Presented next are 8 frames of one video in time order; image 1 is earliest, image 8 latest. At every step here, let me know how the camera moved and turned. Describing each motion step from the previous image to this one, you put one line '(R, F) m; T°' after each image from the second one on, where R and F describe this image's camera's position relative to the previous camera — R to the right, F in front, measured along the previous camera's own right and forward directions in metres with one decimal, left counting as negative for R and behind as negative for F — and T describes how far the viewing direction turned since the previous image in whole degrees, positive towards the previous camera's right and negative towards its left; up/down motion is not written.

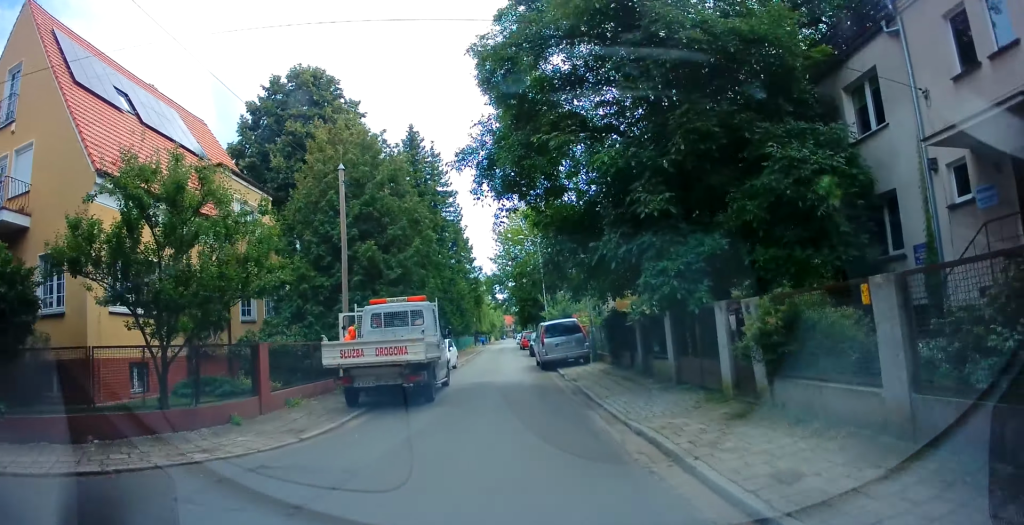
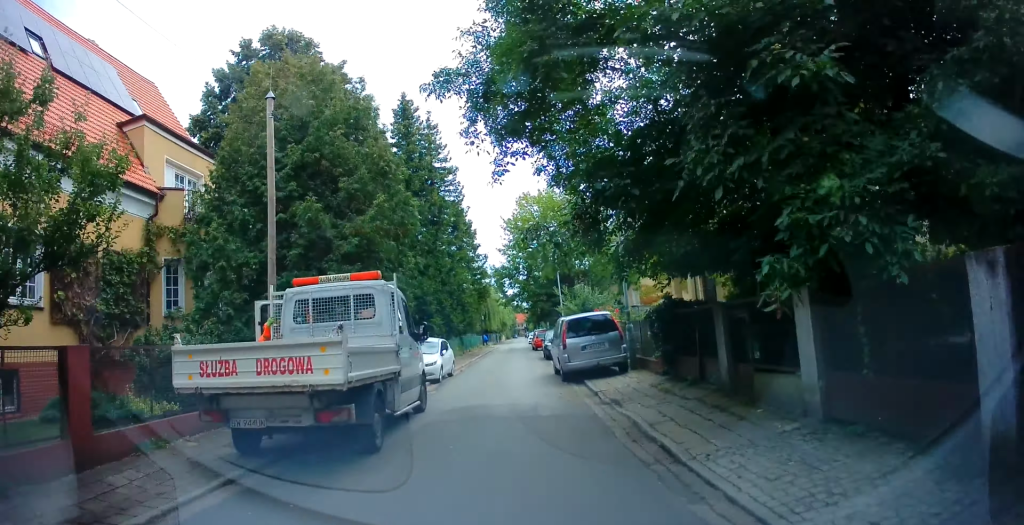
(0.0, +5.4) m; 0°
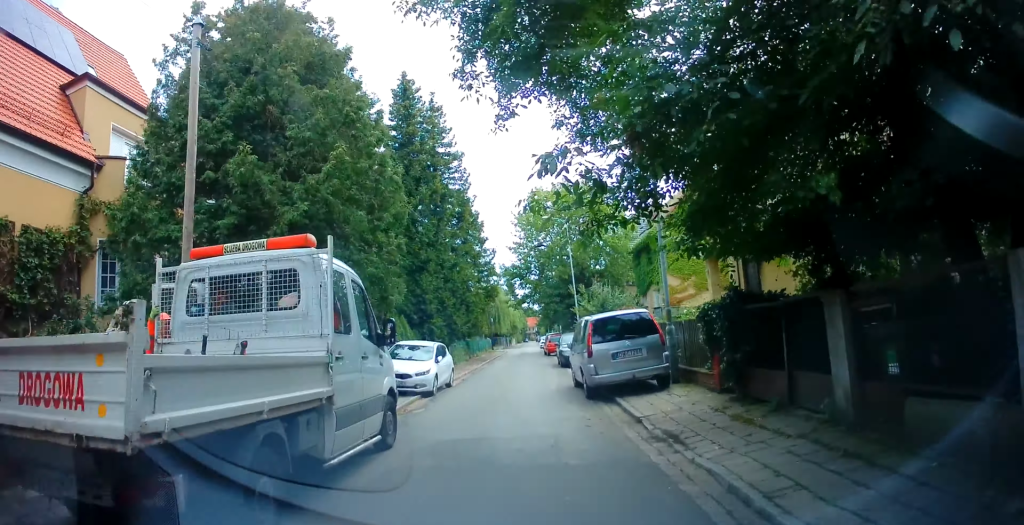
(0.0, +3.4) m; 0°
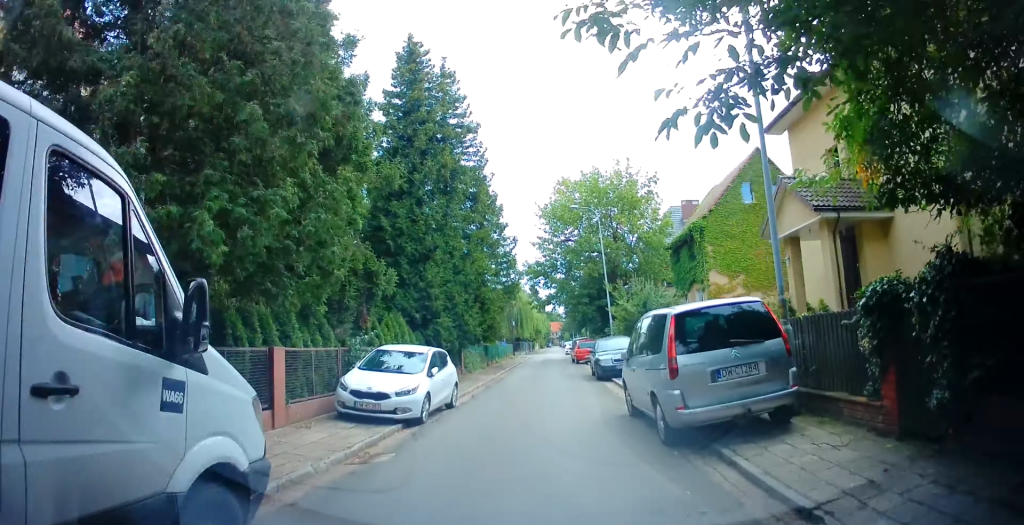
(0.0, +4.9) m; 0°
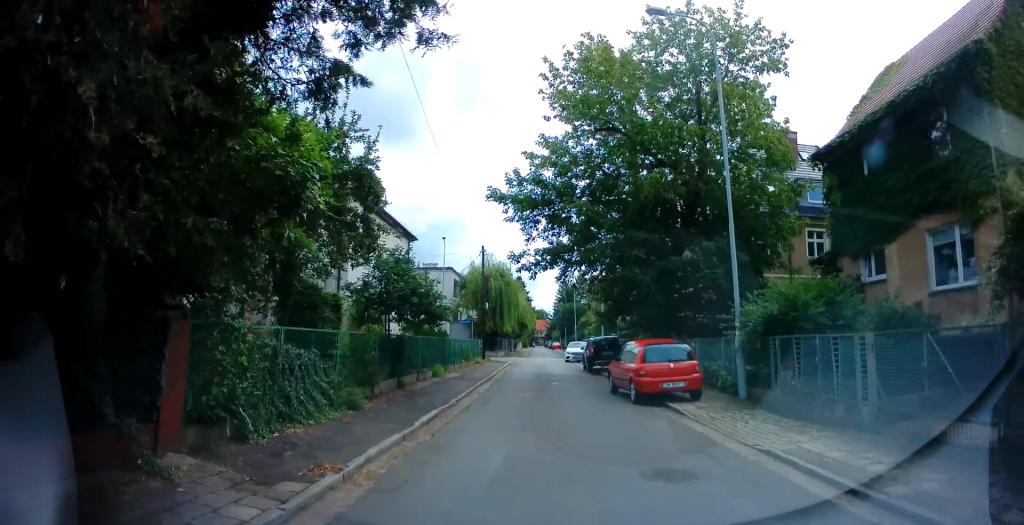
(-0.4, +21.8) m; -1°
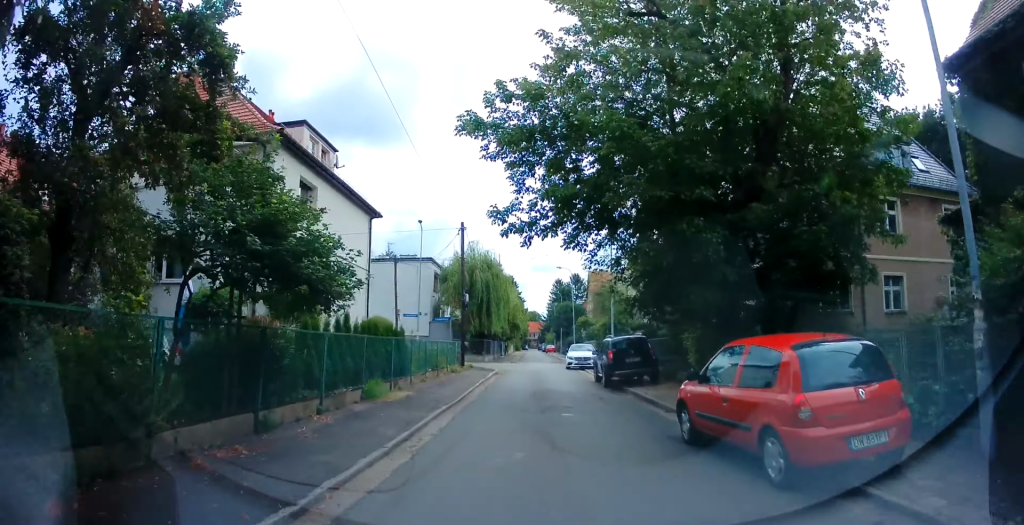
(0.0, +7.4) m; +1°
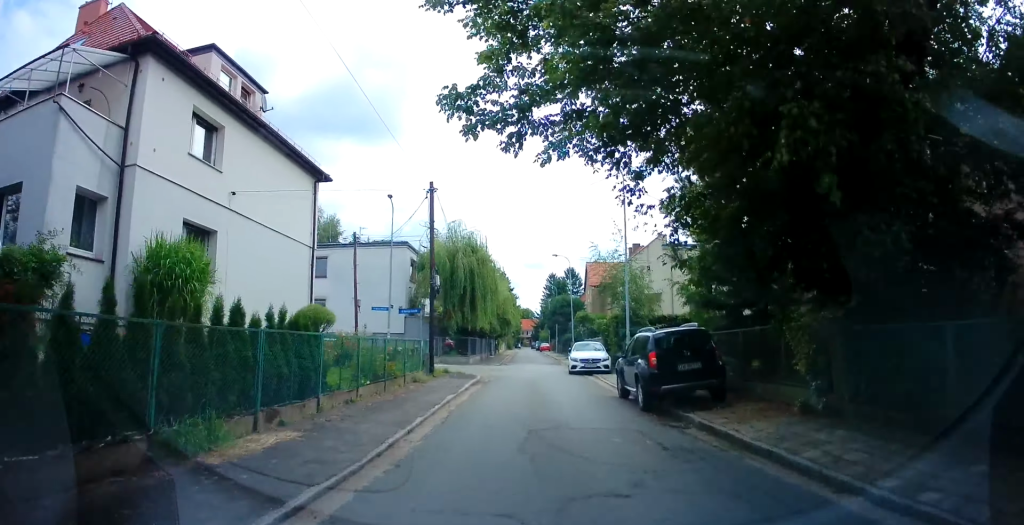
(+0.1, +6.8) m; +1°
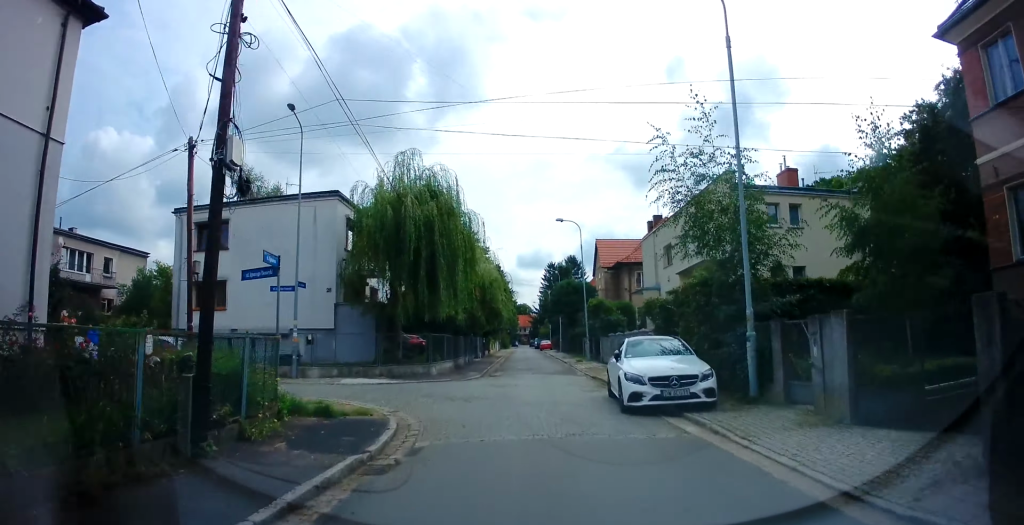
(-0.1, +14.4) m; -2°
